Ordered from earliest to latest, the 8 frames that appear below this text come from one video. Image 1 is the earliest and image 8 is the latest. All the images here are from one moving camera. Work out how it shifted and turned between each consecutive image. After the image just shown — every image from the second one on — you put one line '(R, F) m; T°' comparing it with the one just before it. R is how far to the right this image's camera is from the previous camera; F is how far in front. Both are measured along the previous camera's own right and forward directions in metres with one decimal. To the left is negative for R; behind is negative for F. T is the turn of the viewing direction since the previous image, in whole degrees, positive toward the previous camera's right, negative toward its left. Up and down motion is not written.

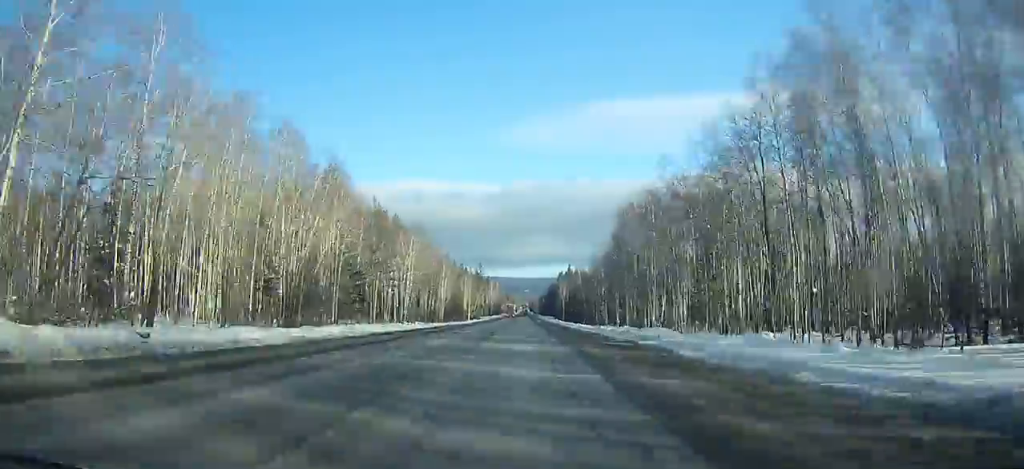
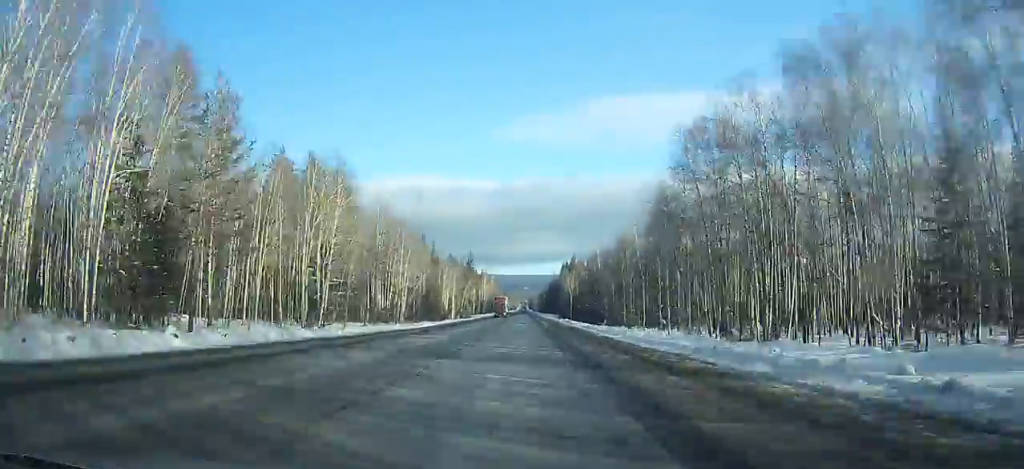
(+0.1, +37.4) m; 0°
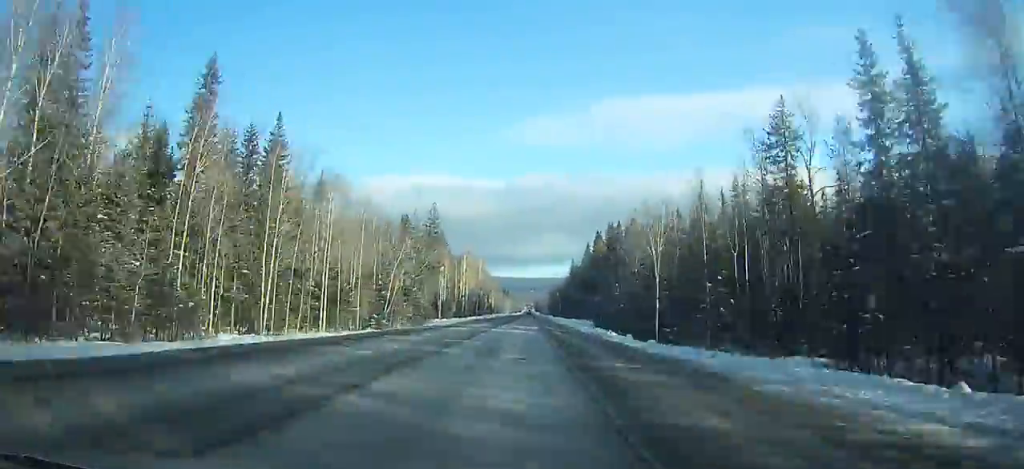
(-0.1, +98.9) m; 0°
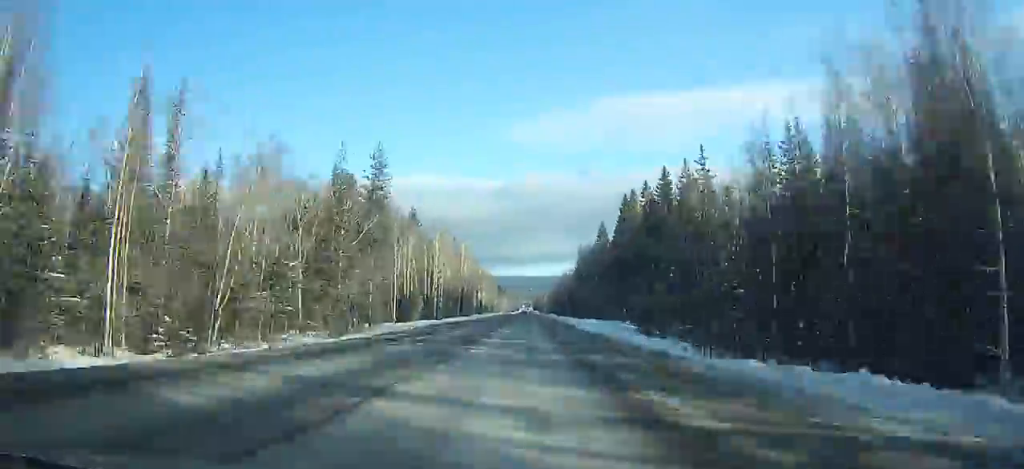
(-0.1, +42.7) m; 0°
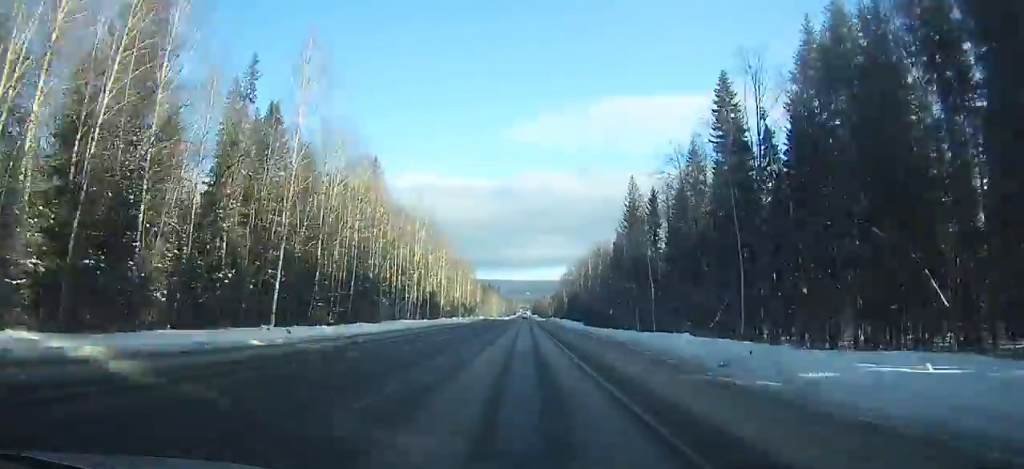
(0.0, +96.4) m; 0°
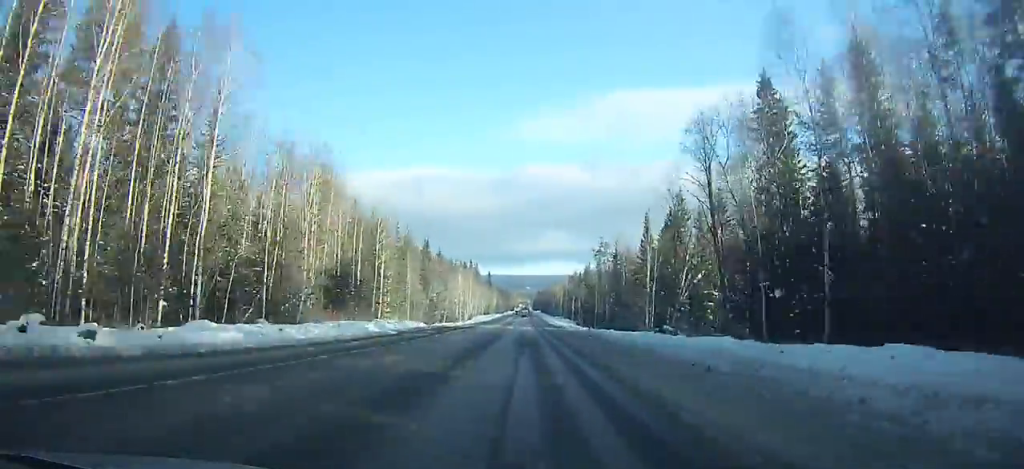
(-0.1, +138.4) m; 0°
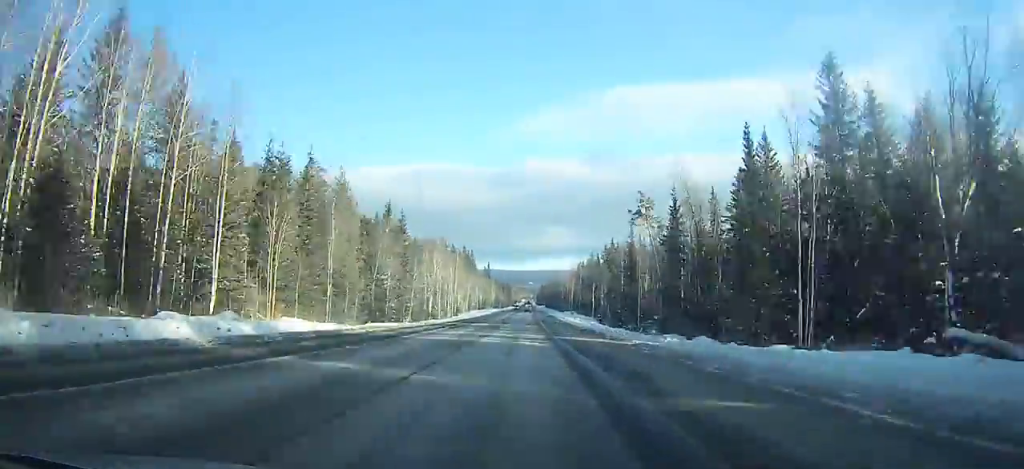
(+0.4, +39.4) m; 0°
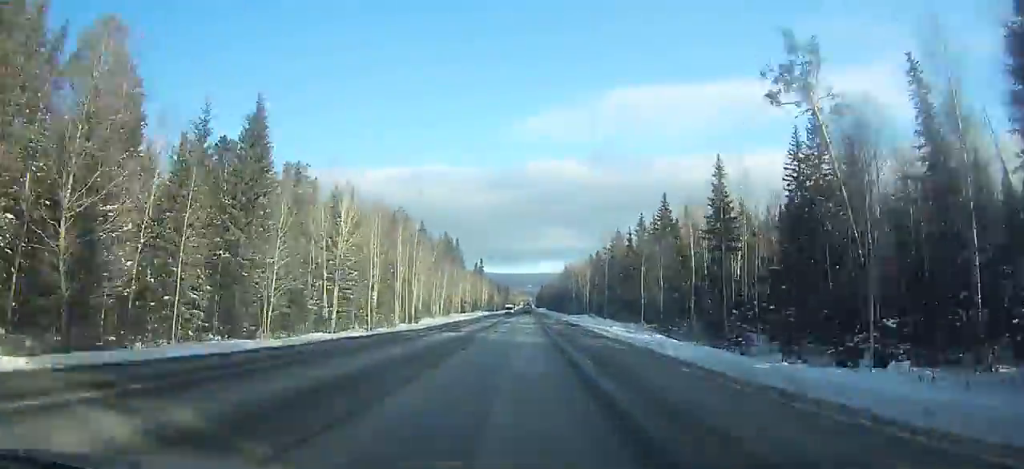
(+0.1, +46.9) m; 0°
